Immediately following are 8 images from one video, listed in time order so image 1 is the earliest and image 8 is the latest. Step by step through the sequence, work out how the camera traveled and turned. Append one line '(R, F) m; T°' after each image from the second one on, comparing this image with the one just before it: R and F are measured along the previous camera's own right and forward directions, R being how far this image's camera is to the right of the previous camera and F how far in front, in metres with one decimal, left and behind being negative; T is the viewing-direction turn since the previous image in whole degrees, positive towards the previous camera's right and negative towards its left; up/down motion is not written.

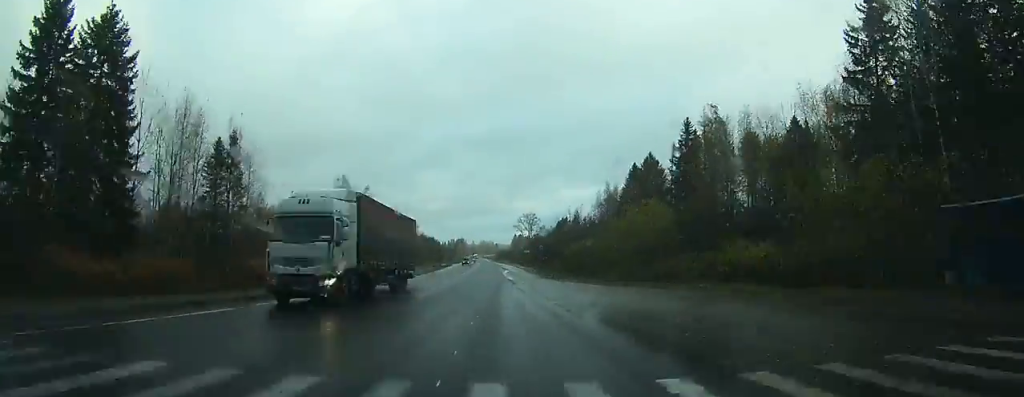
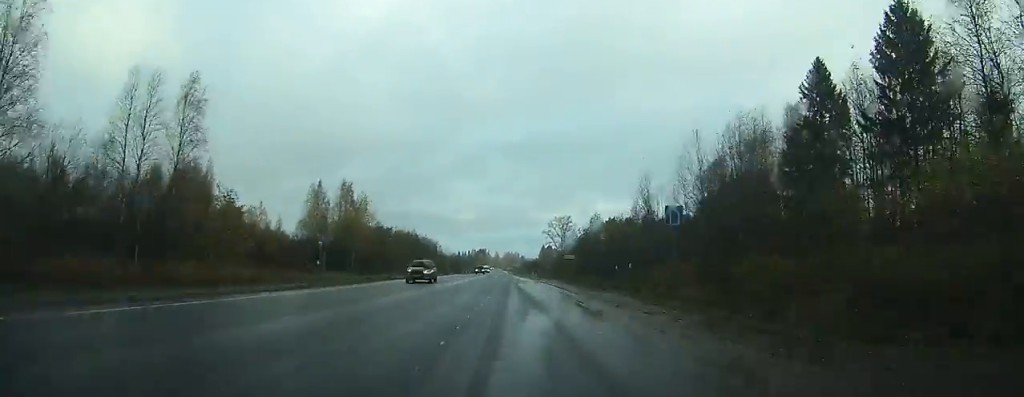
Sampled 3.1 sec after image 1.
(-2.3, +65.0) m; -4°
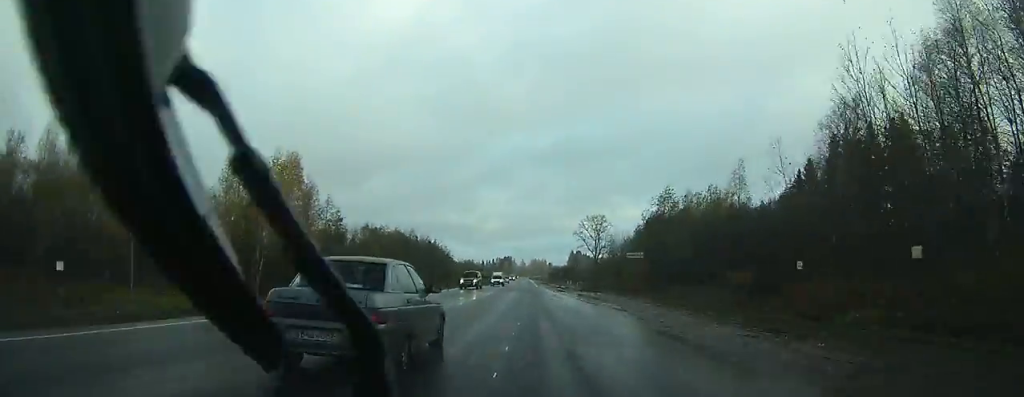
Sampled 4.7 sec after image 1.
(-0.5, +33.9) m; -1°
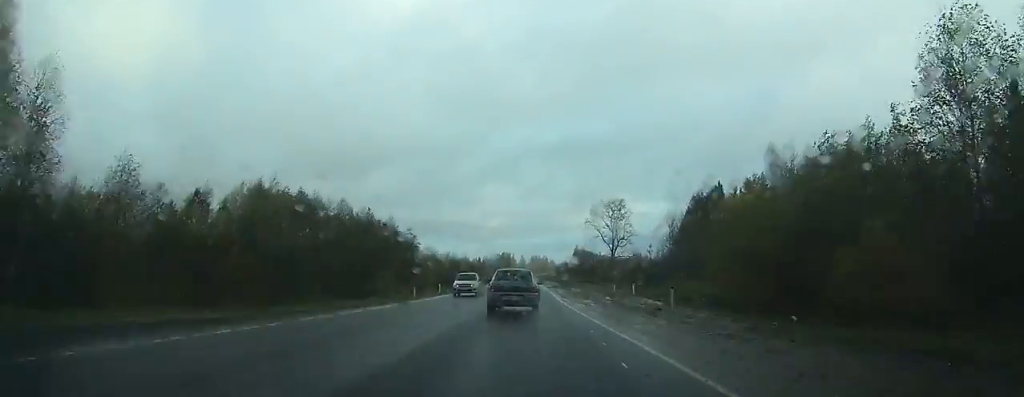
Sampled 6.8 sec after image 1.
(-0.5, +45.4) m; -1°
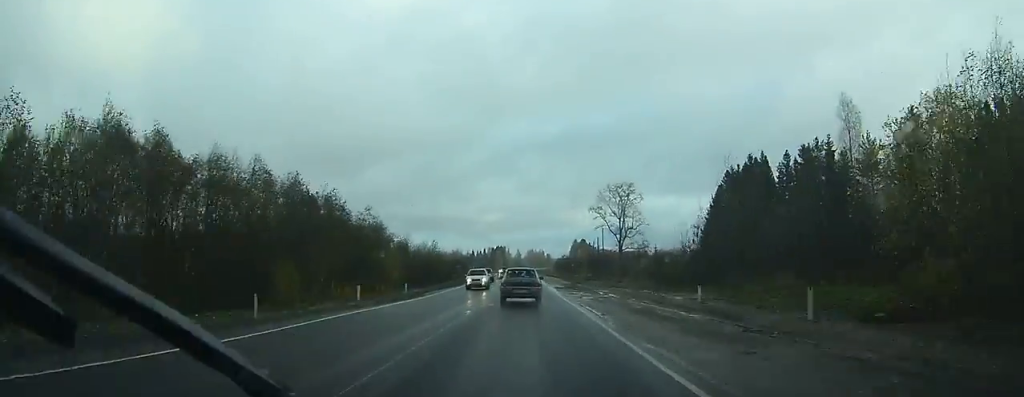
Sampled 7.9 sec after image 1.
(0.0, +23.0) m; 0°
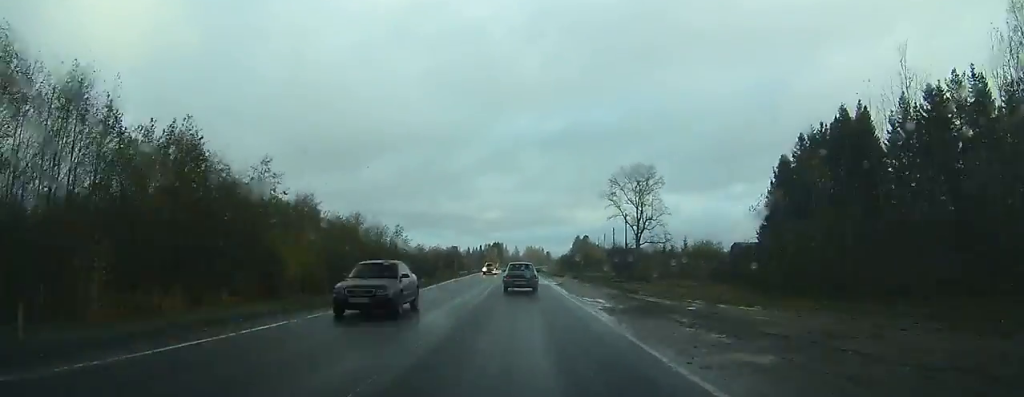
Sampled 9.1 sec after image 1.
(+0.1, +27.6) m; 0°
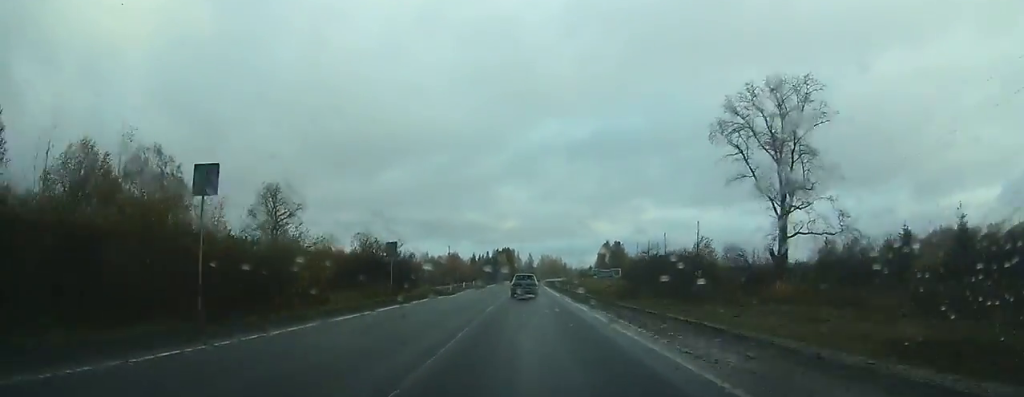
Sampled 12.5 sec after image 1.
(-0.3, +73.9) m; 0°
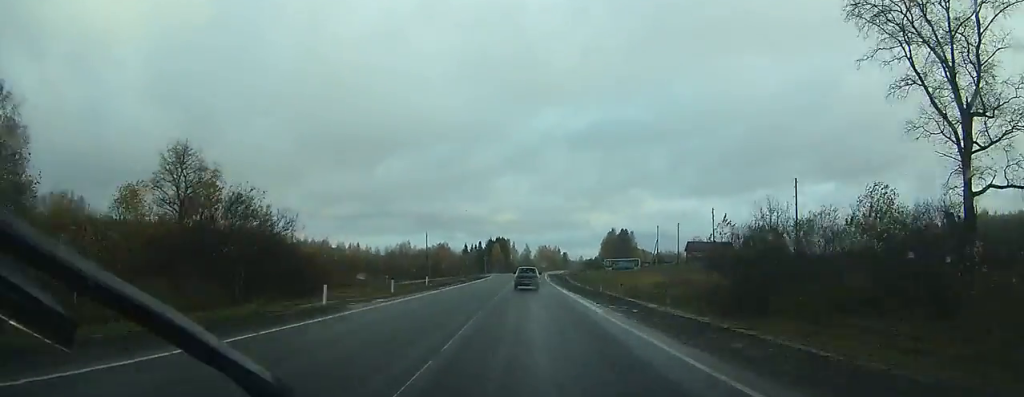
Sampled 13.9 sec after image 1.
(0.0, +32.9) m; 0°
